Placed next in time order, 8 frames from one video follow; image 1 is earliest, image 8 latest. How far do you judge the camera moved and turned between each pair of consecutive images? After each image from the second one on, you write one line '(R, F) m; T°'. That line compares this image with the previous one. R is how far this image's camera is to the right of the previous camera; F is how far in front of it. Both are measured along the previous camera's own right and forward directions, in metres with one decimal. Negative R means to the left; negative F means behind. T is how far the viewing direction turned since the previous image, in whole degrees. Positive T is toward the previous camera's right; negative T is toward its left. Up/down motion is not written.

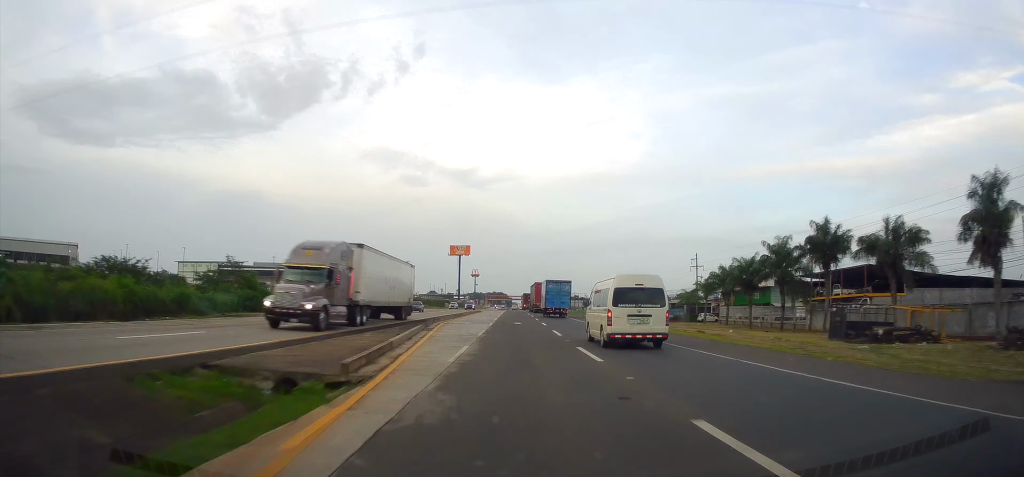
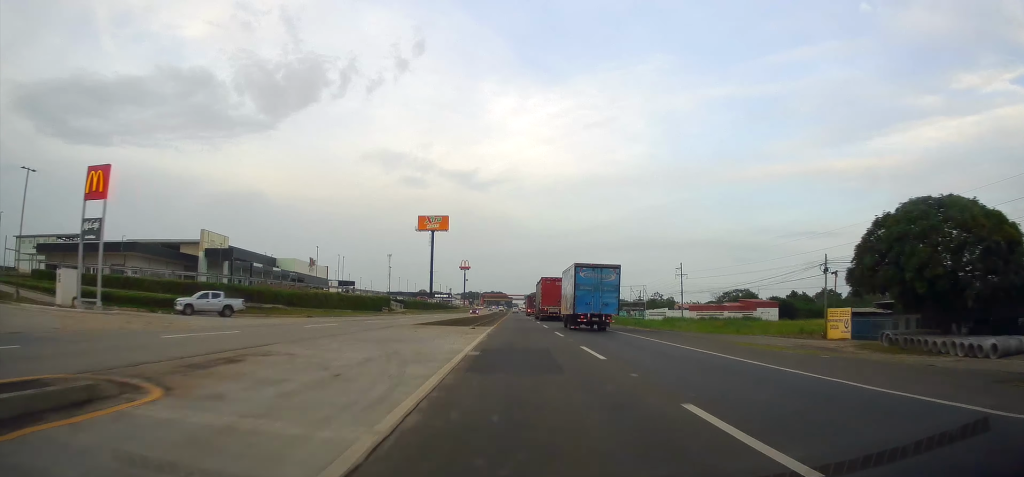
(-0.8, +91.7) m; -1°
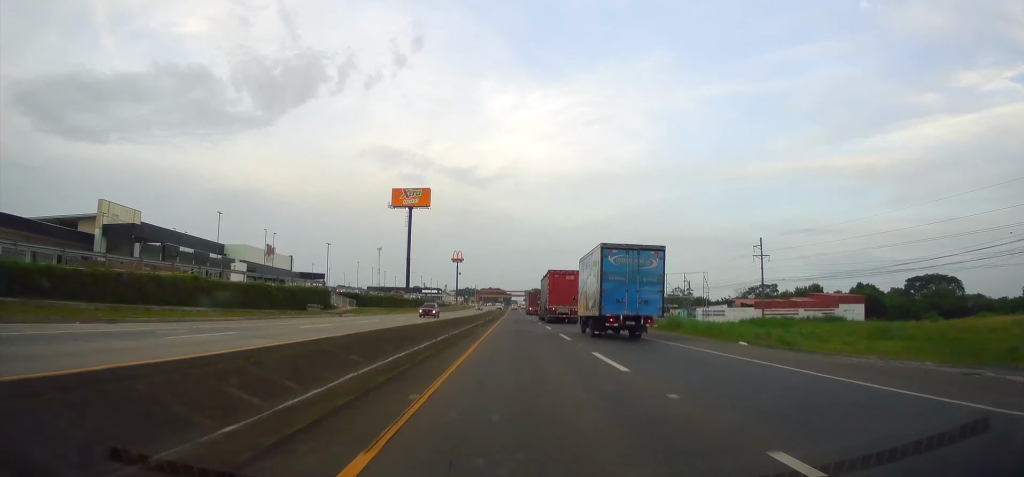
(-0.1, +37.0) m; 0°
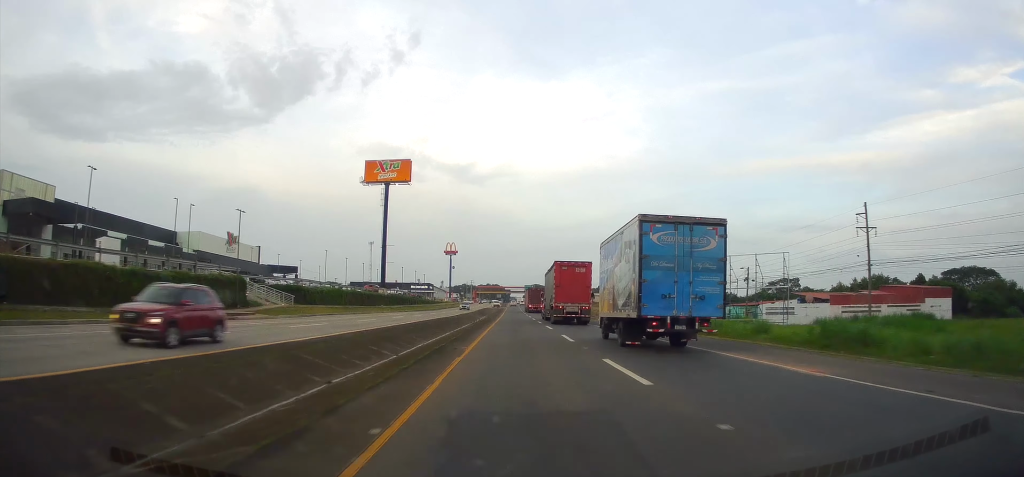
(+0.2, +24.5) m; 0°
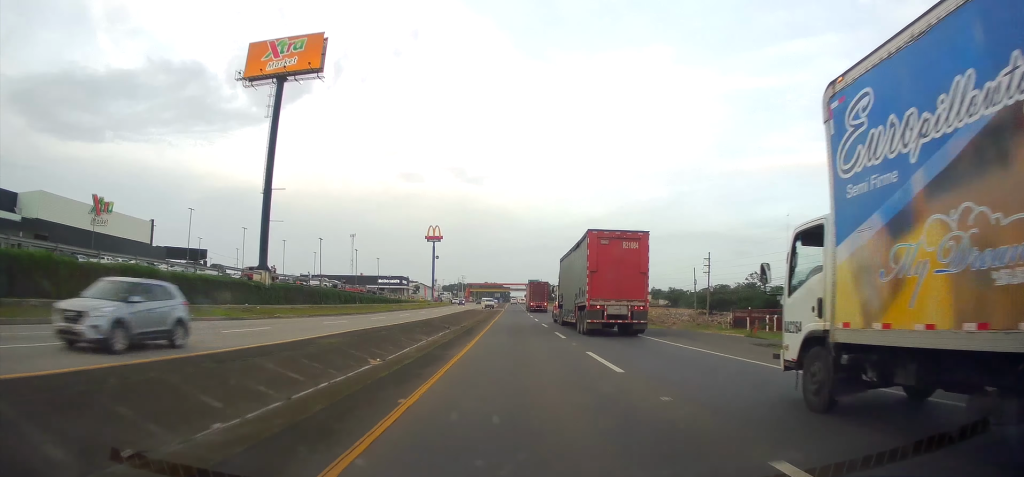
(-0.1, +54.7) m; 0°
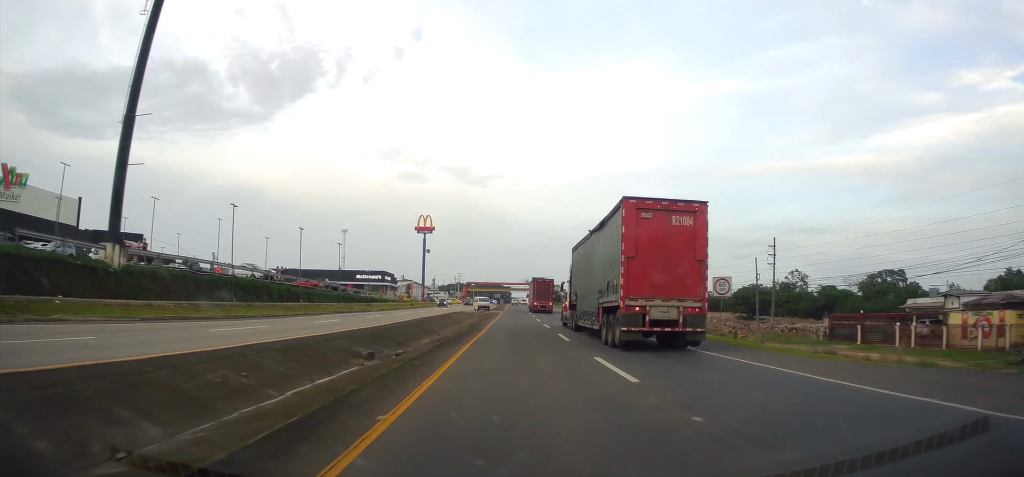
(0.0, +24.1) m; 0°
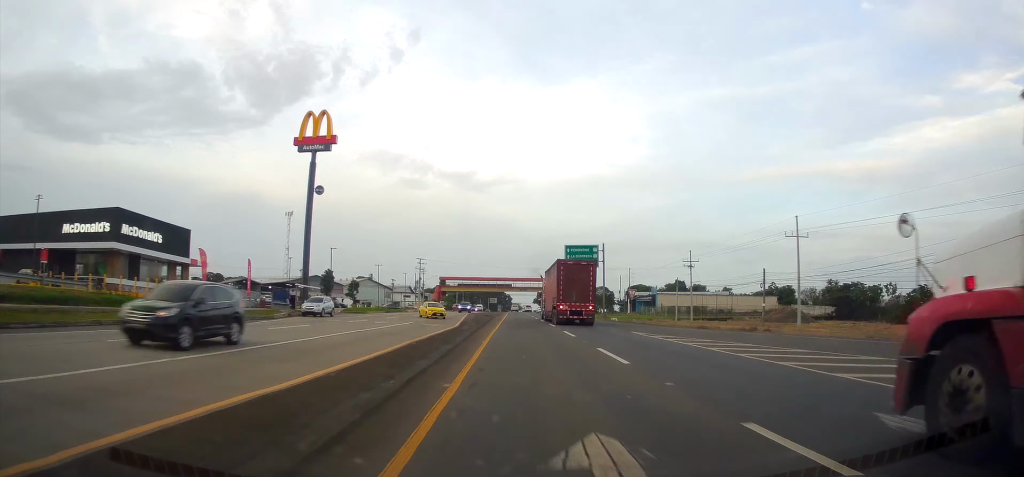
(0.0, +99.3) m; 0°
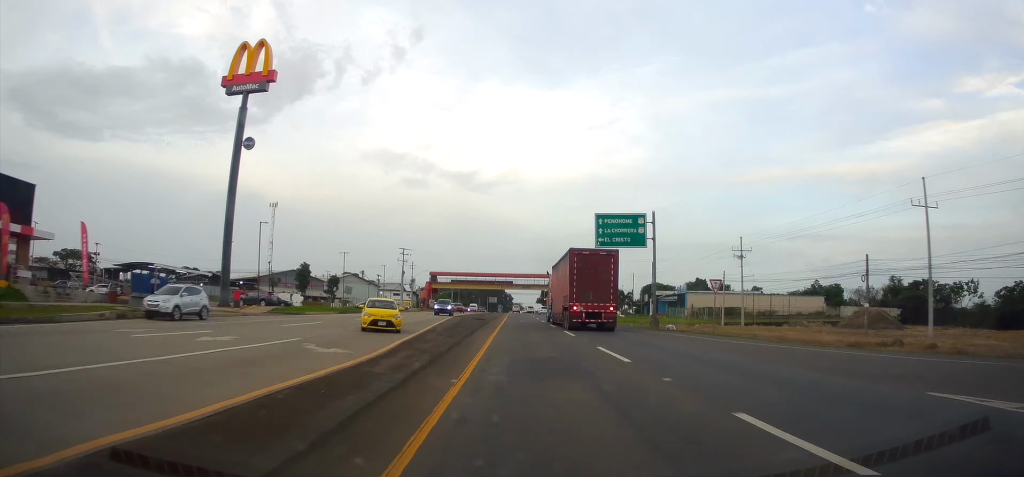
(-0.2, +21.8) m; 0°
